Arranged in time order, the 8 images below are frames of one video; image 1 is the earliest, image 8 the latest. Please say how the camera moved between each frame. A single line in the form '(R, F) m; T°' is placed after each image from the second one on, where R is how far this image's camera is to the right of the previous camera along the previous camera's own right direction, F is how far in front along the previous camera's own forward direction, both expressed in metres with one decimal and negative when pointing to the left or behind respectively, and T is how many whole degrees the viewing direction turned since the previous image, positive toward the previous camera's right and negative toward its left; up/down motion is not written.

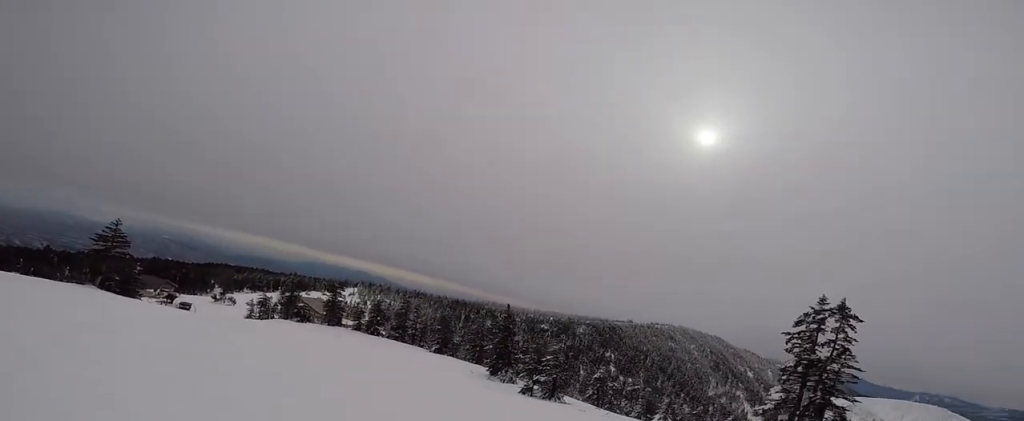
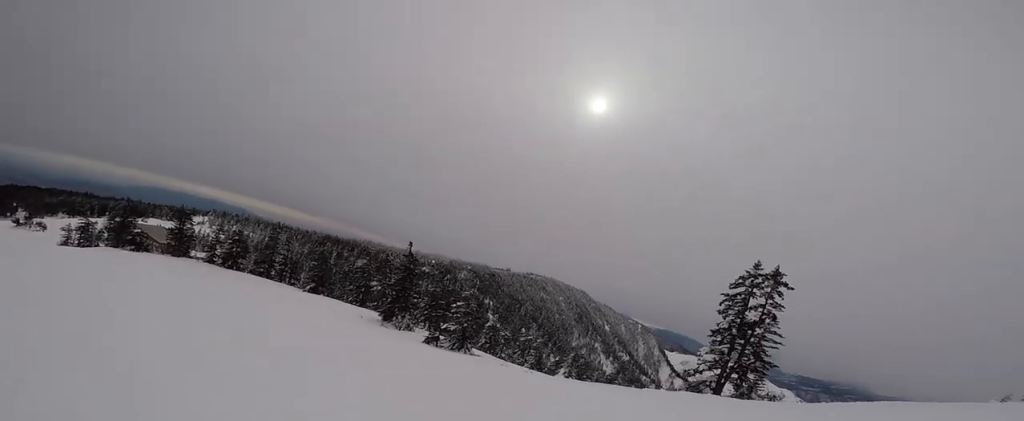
(-0.4, +4.8) m; +7°
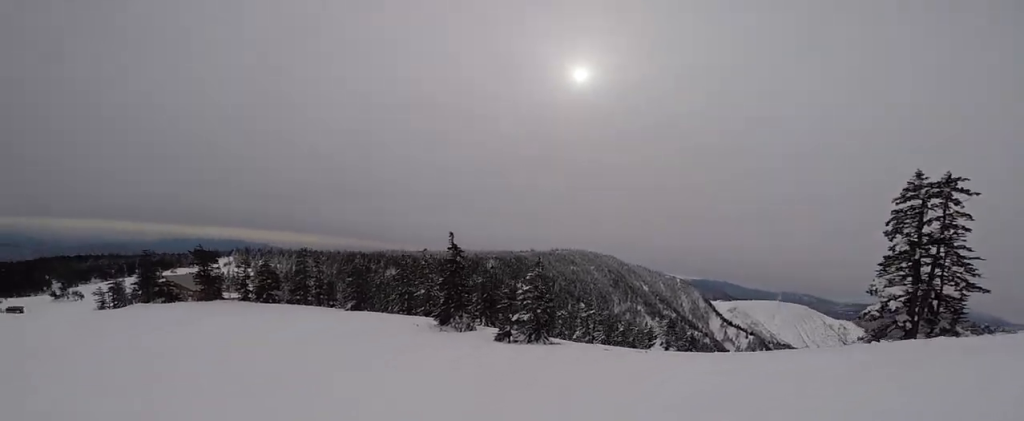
(+1.3, +6.4) m; 0°
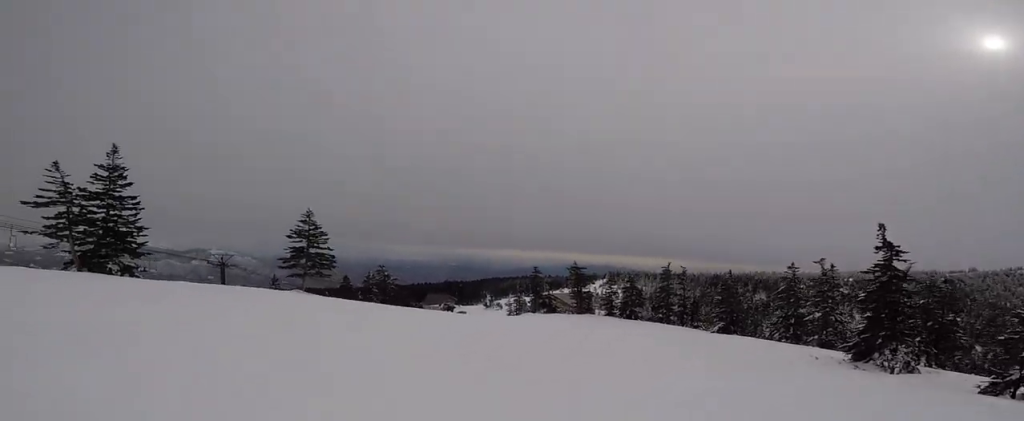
(-1.2, +6.8) m; -20°
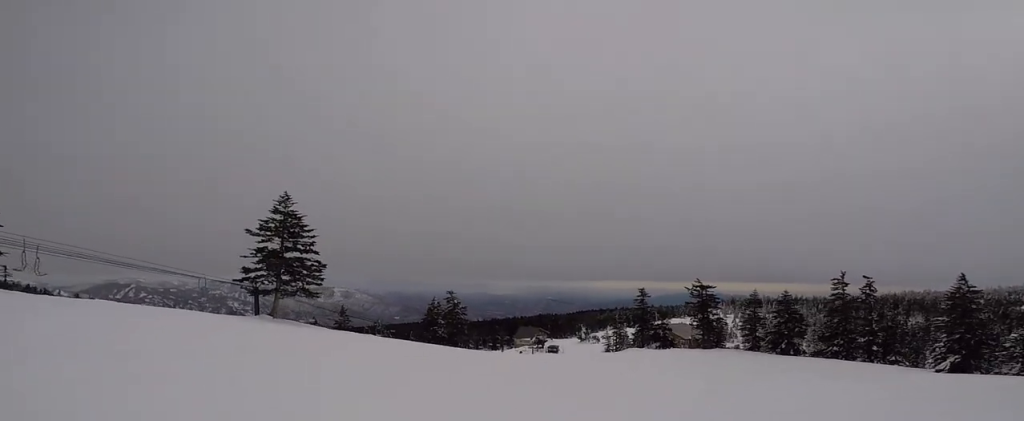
(-2.9, +12.2) m; -17°
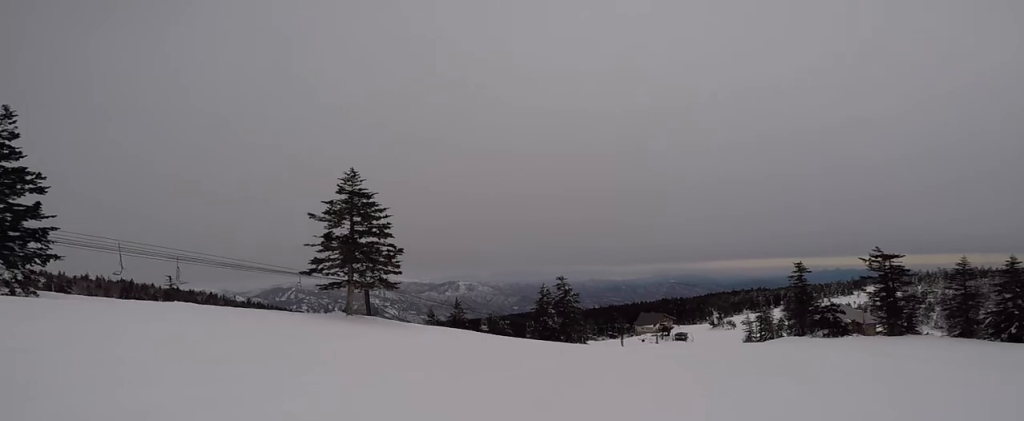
(-0.1, +4.5) m; -9°
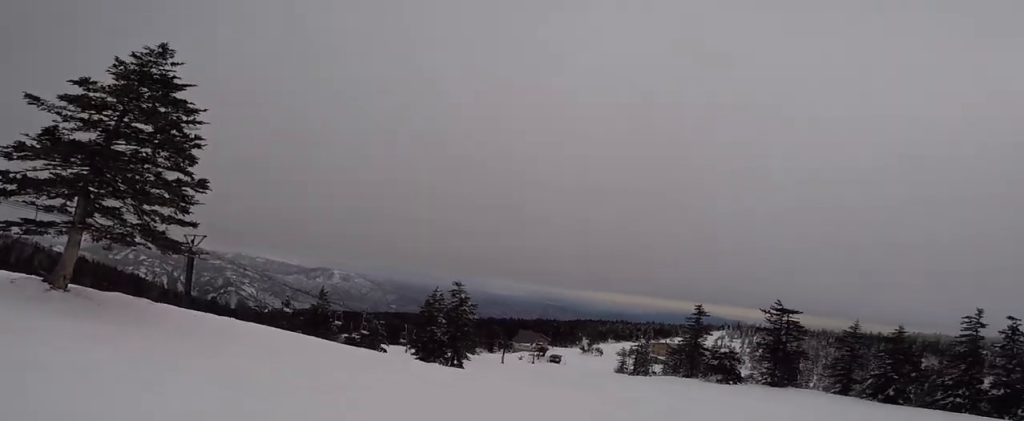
(-1.6, +7.6) m; +11°
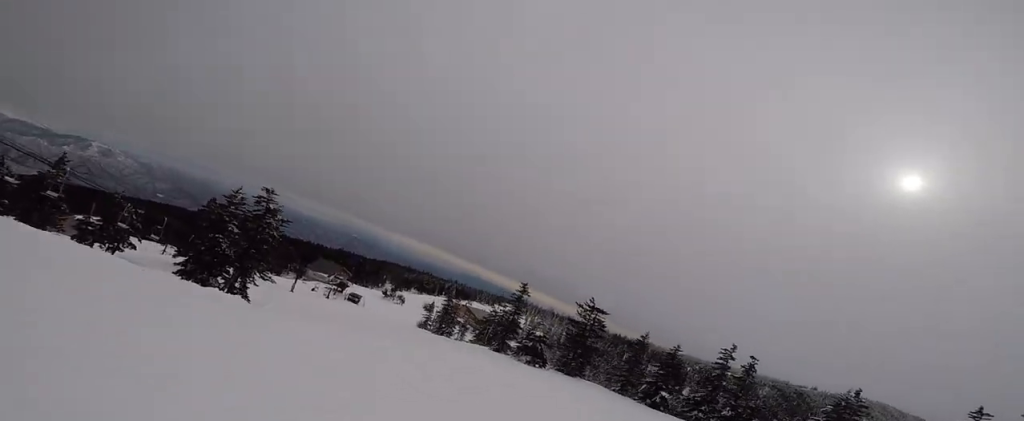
(+3.2, +5.5) m; +33°
